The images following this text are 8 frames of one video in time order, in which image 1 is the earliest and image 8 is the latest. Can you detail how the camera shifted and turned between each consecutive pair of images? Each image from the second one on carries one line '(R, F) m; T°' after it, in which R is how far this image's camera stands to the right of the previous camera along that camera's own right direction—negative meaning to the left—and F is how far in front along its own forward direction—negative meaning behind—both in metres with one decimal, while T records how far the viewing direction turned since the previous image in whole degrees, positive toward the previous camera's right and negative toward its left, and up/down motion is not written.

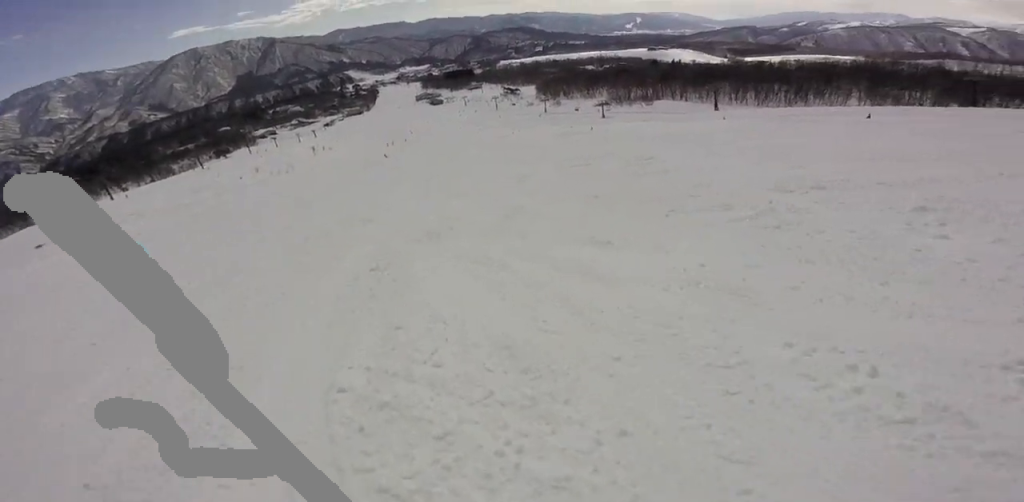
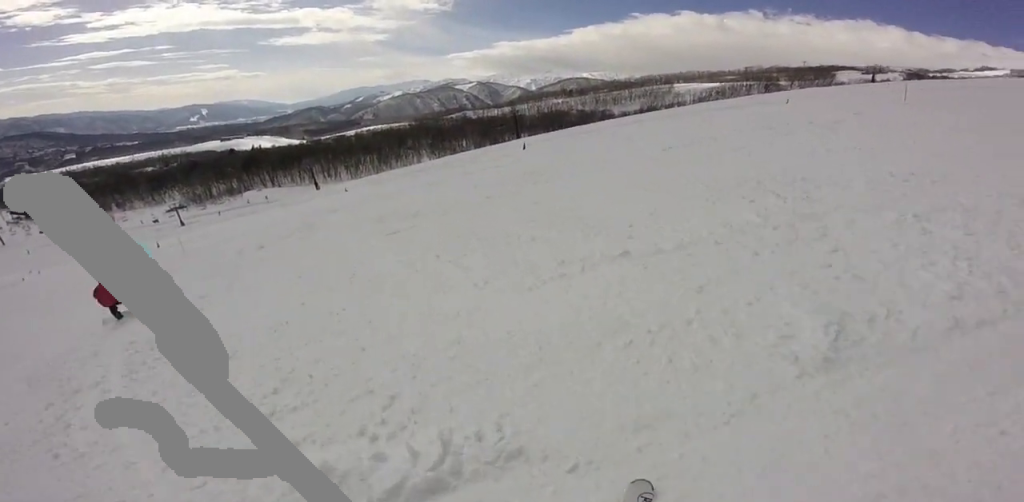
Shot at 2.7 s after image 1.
(+5.6, +11.5) m; +56°
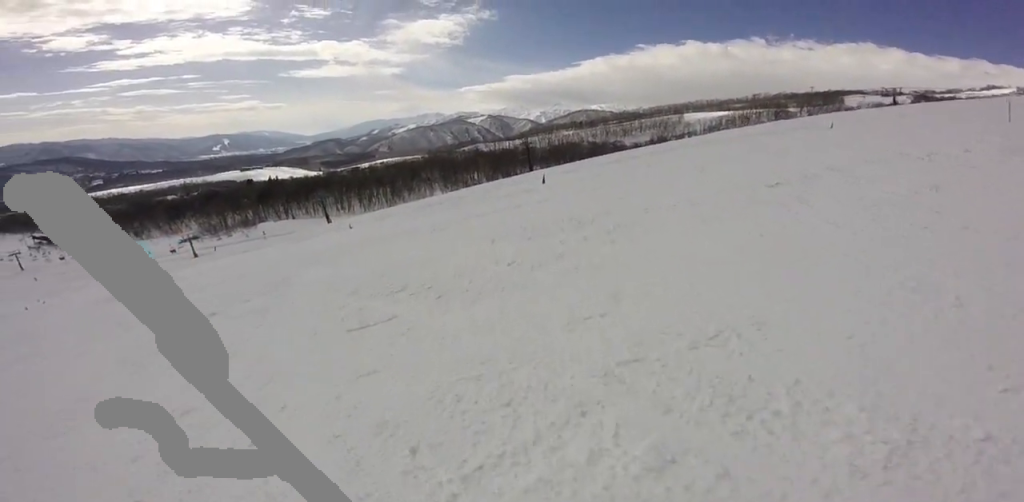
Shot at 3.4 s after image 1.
(+0.3, +3.0) m; +4°
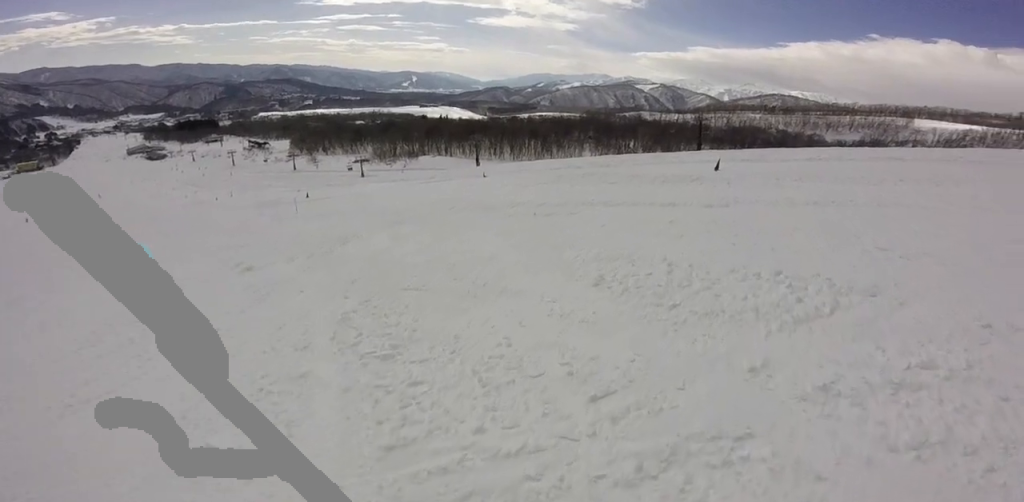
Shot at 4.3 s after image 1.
(0.0, +4.1) m; -11°
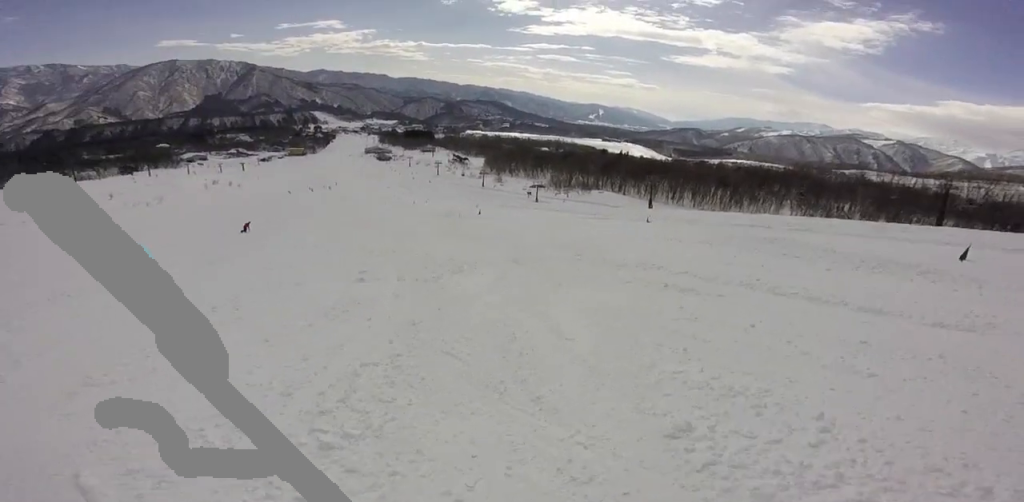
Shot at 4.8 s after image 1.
(0.0, +2.3) m; -13°
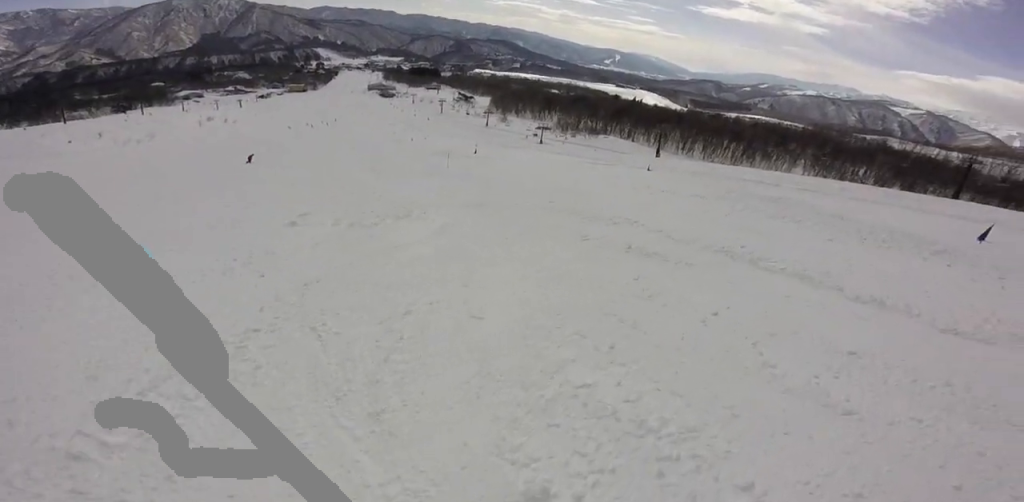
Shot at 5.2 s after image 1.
(-0.2, +1.3) m; -17°
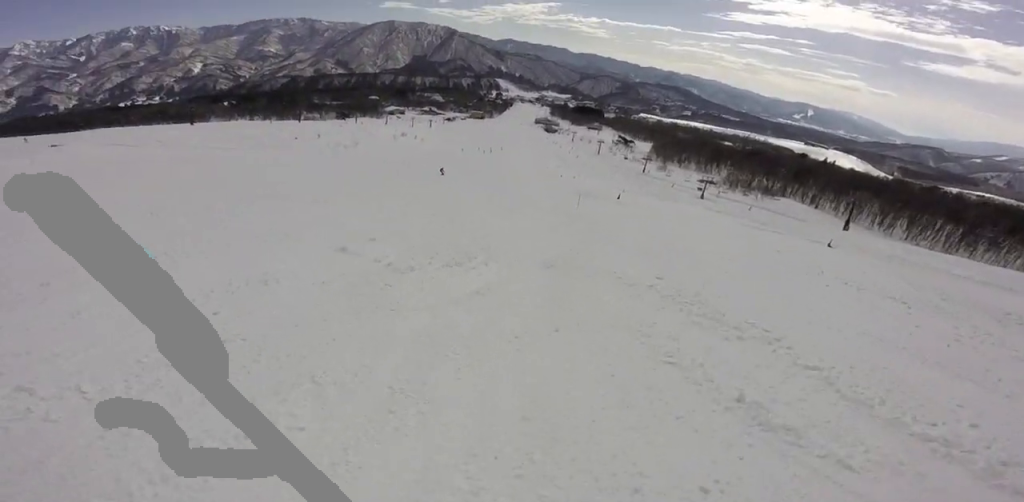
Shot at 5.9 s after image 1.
(-0.4, +2.0) m; -32°
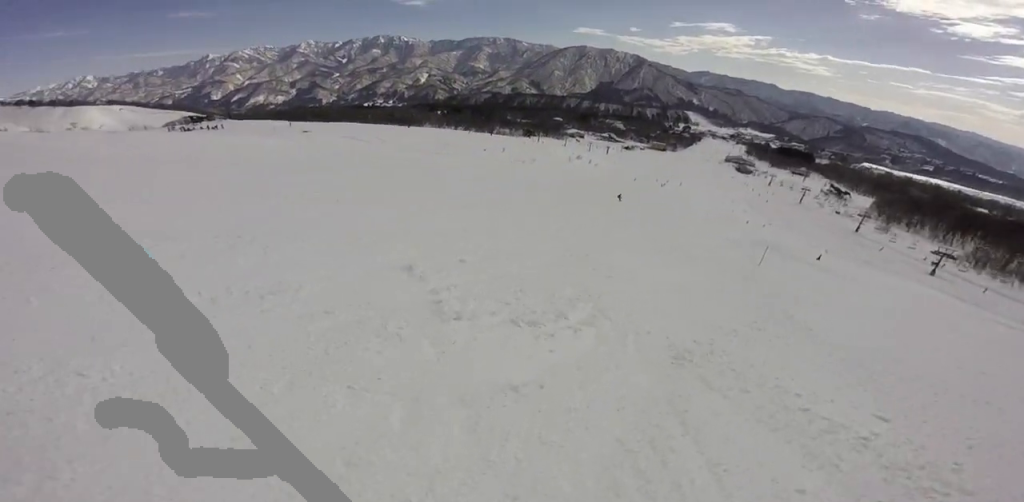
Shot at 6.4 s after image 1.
(-0.6, +2.0) m; -21°
